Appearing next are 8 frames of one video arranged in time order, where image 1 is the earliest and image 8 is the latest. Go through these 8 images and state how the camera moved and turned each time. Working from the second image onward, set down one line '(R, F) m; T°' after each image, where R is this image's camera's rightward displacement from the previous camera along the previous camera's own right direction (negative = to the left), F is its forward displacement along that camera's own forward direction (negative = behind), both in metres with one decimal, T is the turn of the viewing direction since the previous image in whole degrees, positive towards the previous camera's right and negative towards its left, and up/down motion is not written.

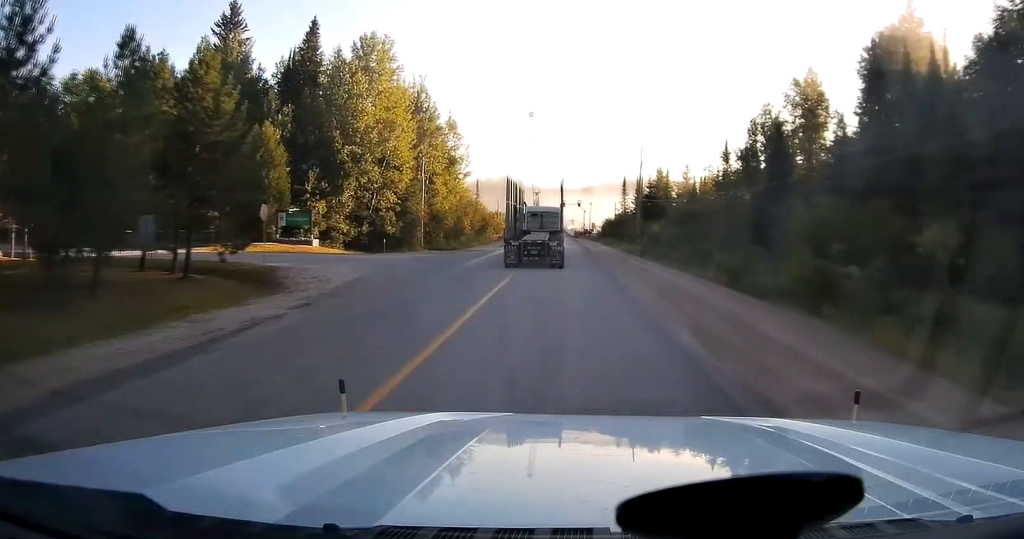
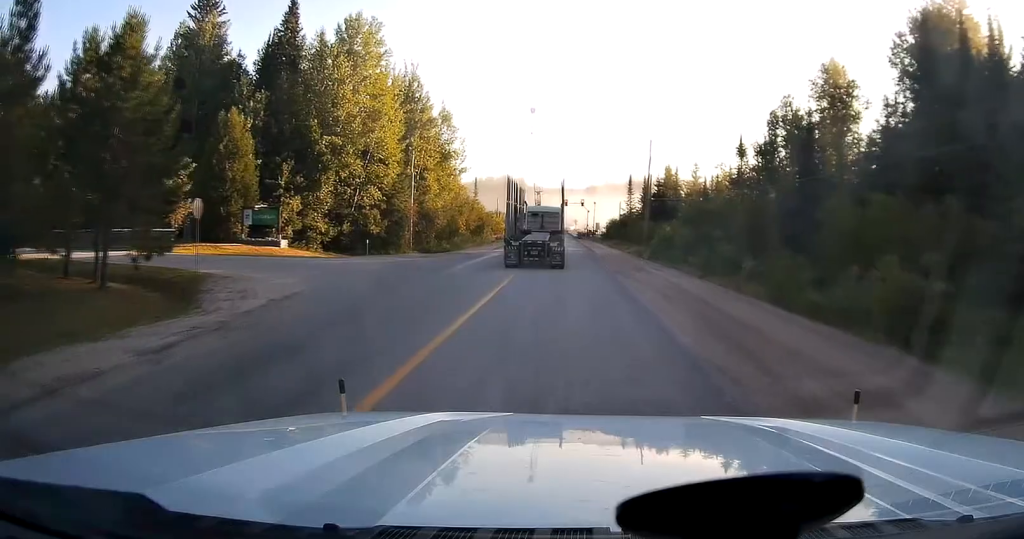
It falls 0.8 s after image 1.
(+0.3, +7.9) m; -1°
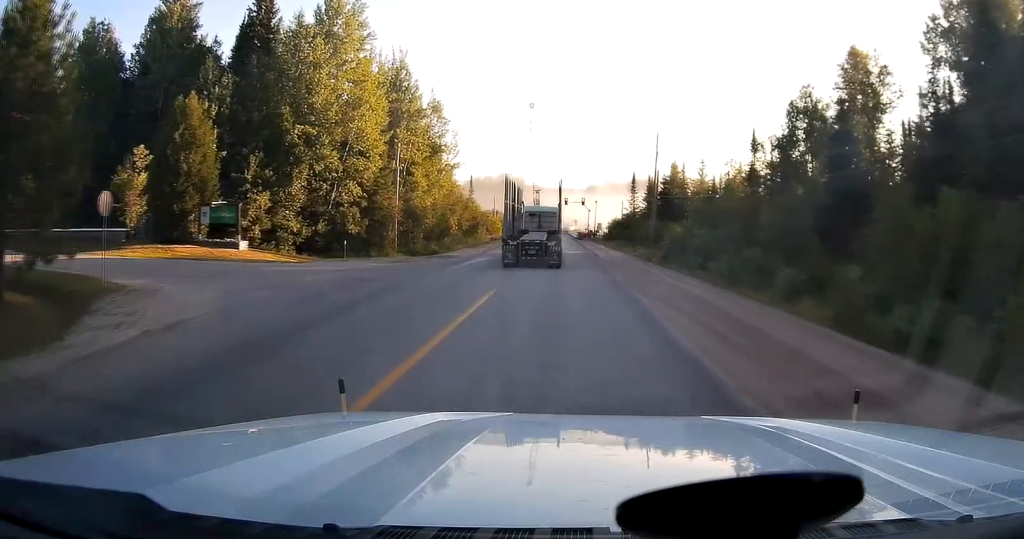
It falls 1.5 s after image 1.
(-0.2, +7.4) m; -1°
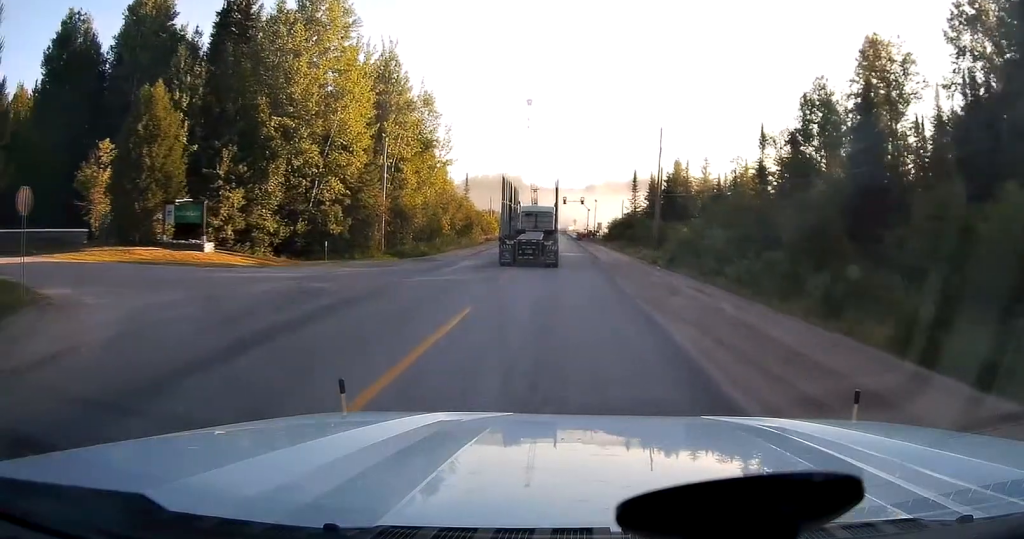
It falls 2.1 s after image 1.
(-0.3, +4.9) m; -1°
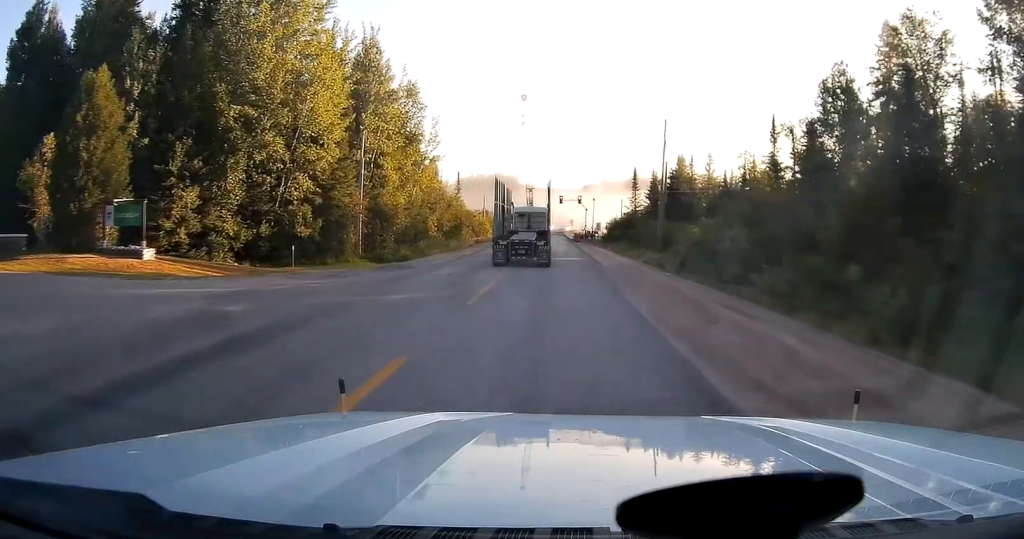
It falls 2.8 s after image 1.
(+0.4, +6.6) m; +1°
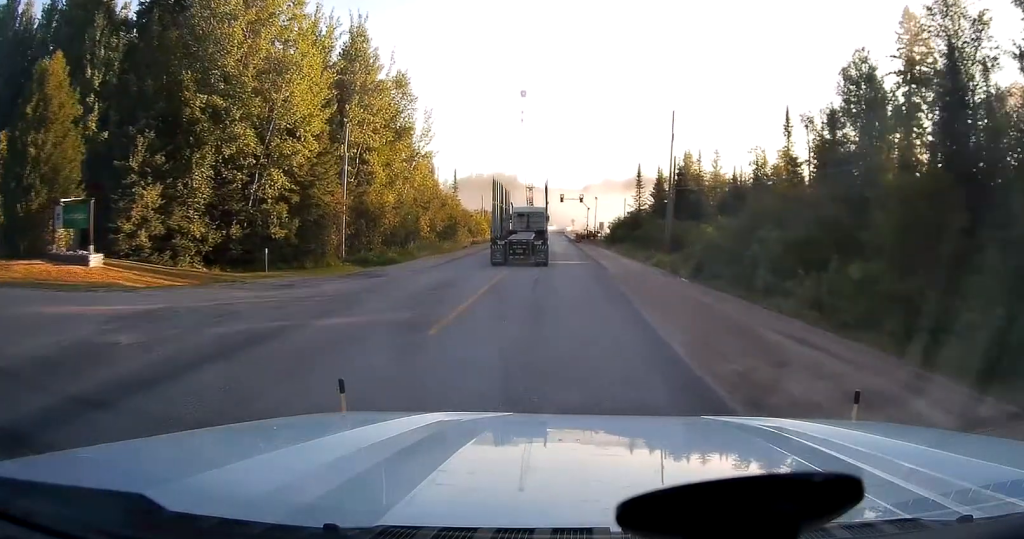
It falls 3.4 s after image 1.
(0.0, +4.9) m; 0°
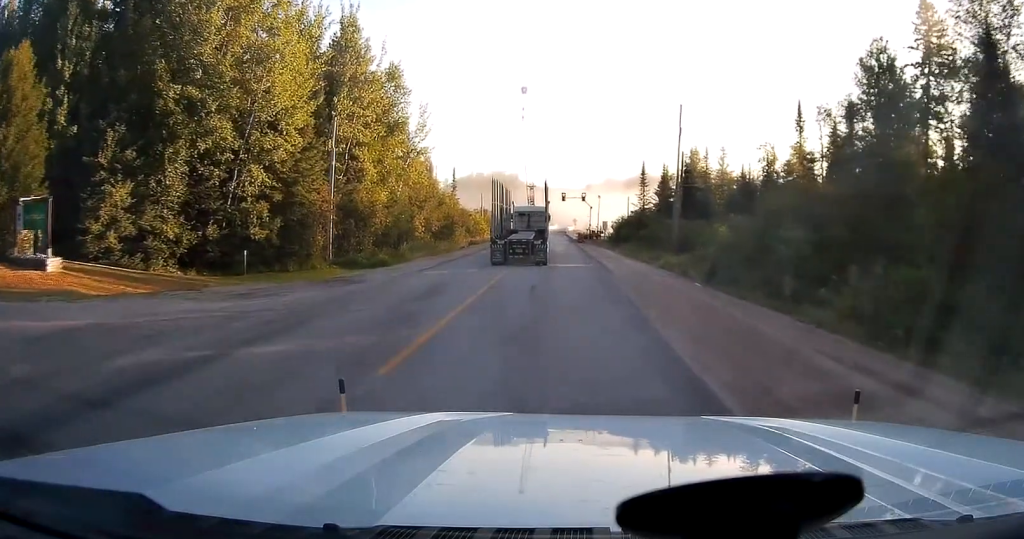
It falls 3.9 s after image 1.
(-0.1, +3.5) m; 0°
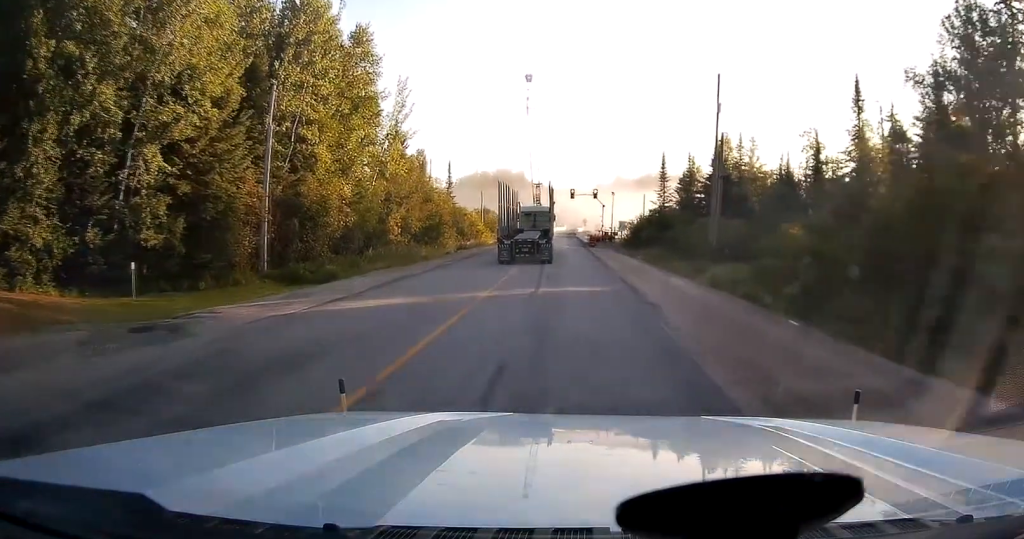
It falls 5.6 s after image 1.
(+0.3, +12.9) m; +2°
